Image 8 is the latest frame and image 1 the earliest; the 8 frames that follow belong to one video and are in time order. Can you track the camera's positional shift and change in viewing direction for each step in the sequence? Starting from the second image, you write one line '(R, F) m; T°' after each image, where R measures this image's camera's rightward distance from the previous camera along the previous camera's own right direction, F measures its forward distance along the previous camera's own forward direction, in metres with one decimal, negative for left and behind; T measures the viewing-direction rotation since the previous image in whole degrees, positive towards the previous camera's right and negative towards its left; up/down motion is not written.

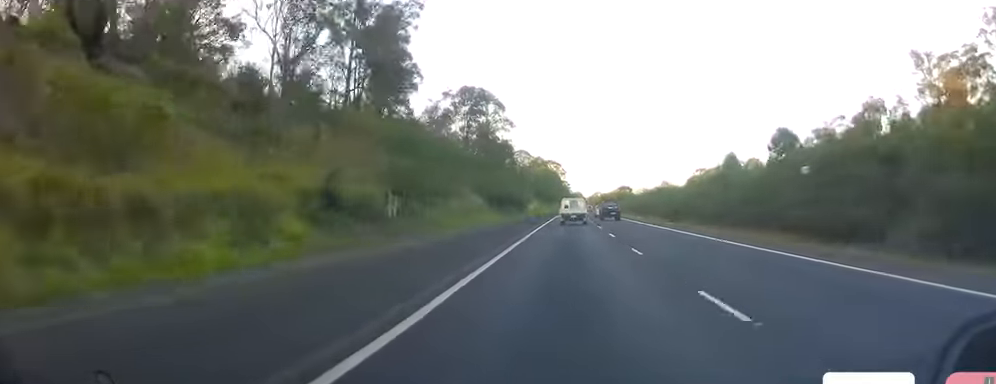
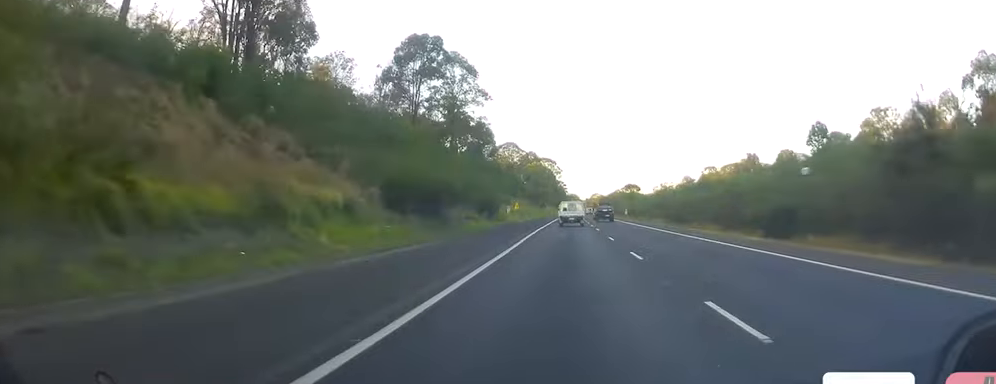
(-0.1, +36.8) m; 0°
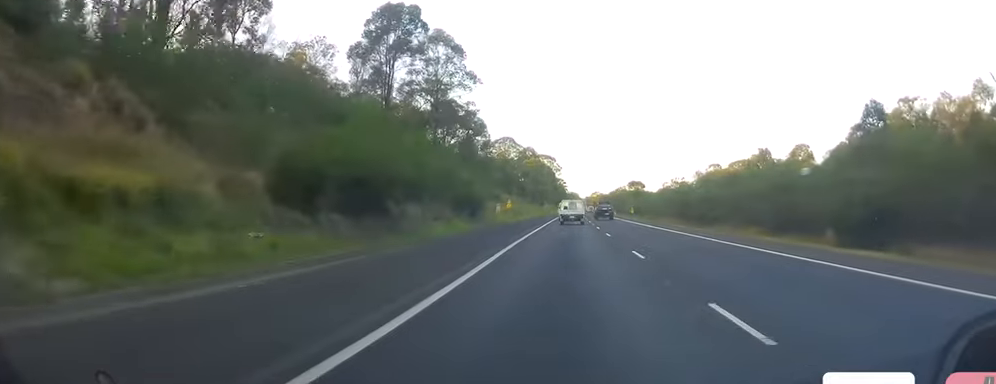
(0.0, +12.2) m; 0°
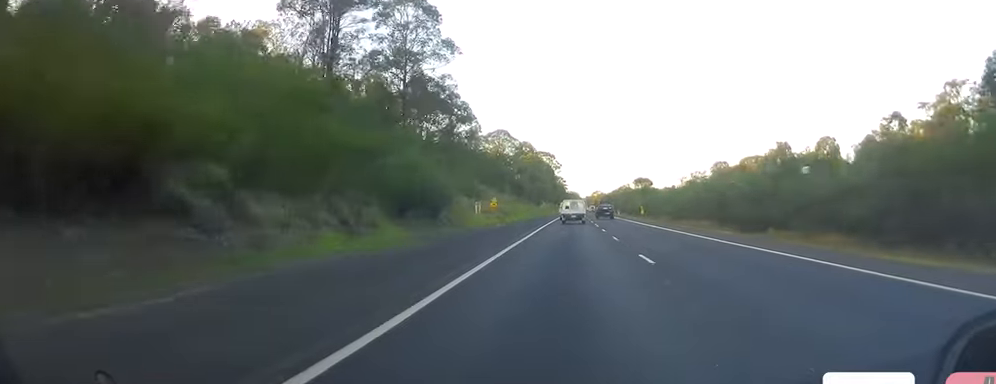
(0.0, +17.0) m; +1°
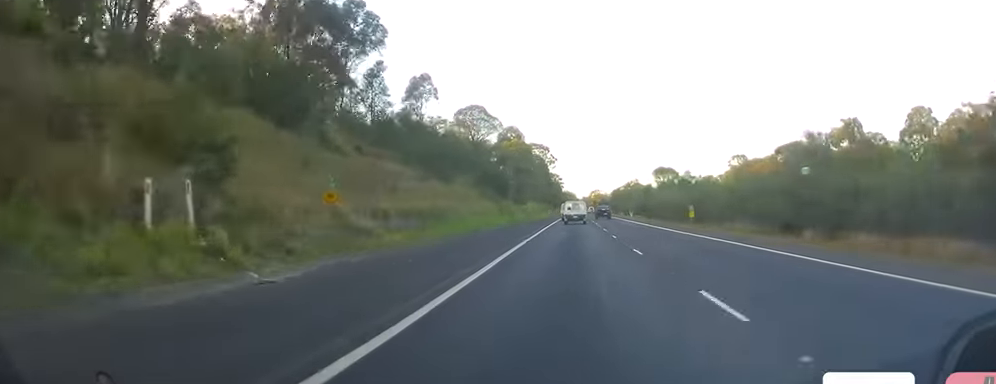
(+0.5, +44.3) m; +1°
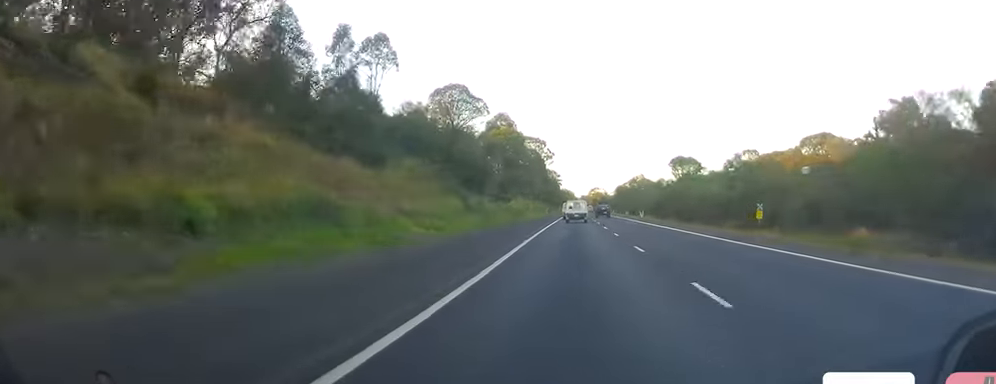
(0.0, +22.6) m; 0°
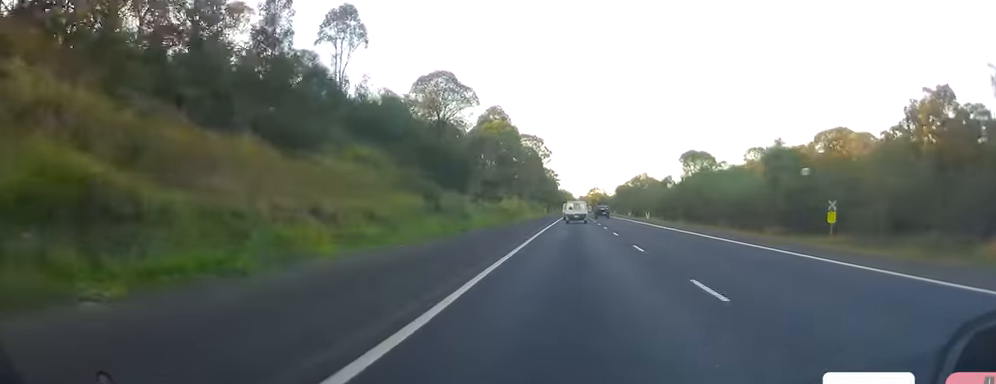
(0.0, +11.3) m; 0°
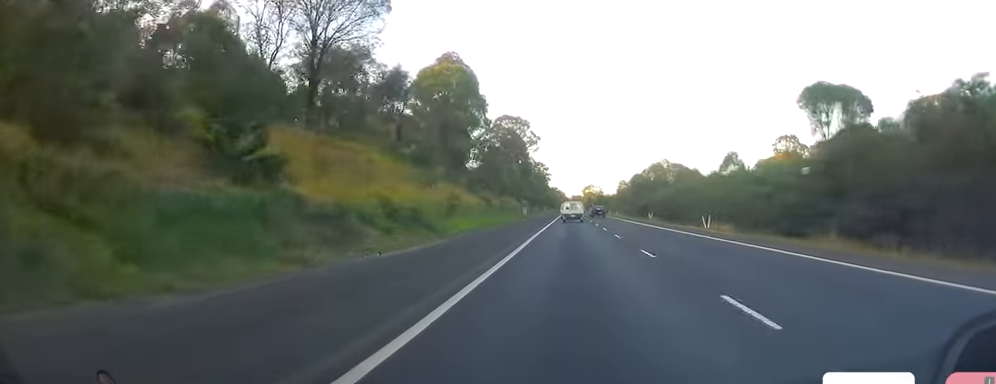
(+0.6, +49.9) m; +1°
